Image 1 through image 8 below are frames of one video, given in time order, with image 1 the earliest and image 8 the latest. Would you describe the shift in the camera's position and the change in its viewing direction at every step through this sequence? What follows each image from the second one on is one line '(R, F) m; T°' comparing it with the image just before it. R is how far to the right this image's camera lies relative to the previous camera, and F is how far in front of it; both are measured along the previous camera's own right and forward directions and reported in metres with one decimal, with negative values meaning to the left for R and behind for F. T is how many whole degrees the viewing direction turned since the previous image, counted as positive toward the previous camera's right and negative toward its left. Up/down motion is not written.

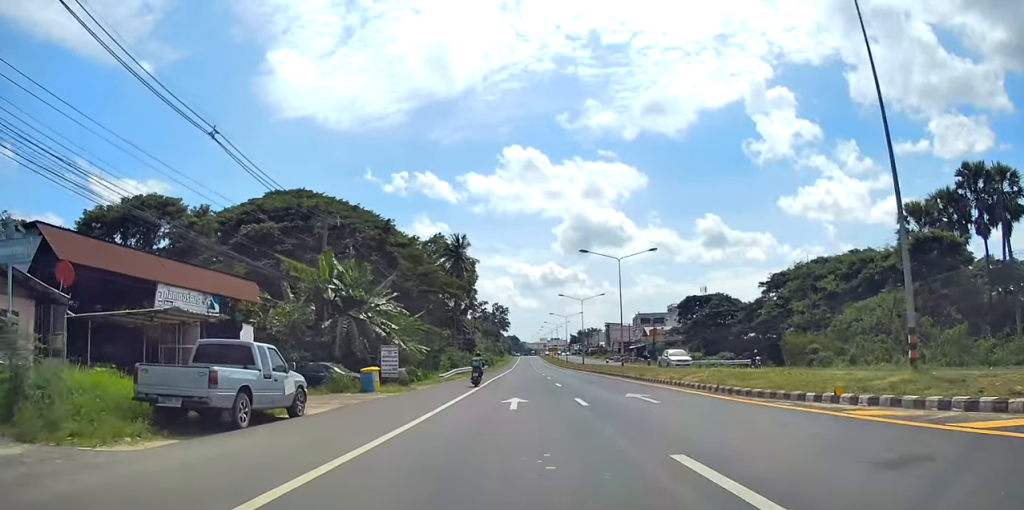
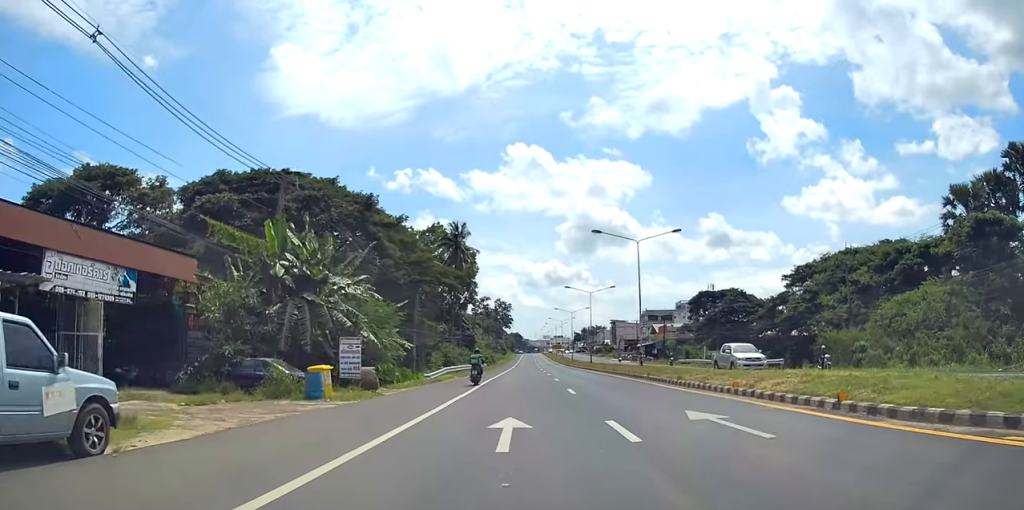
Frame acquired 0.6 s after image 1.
(0.0, +7.7) m; +1°
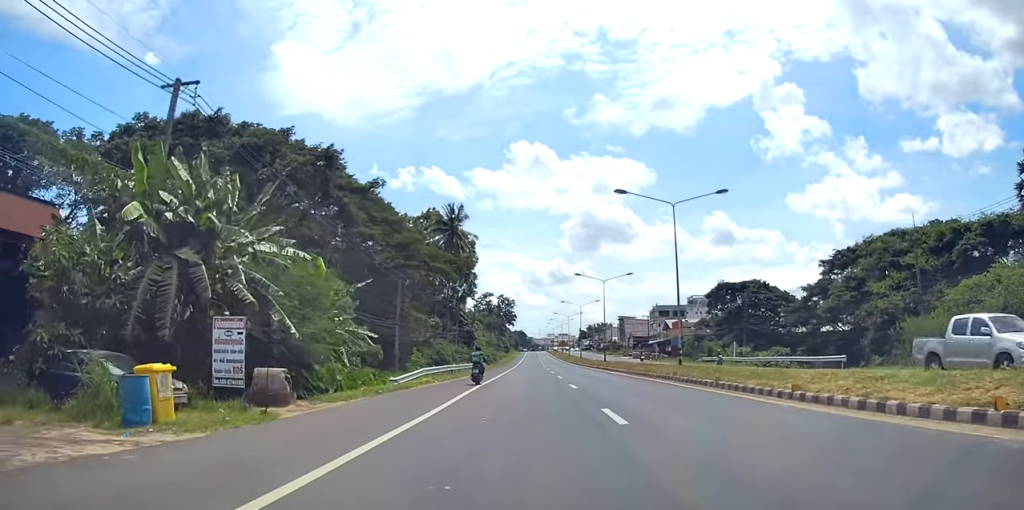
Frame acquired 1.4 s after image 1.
(+0.3, +10.5) m; +2°
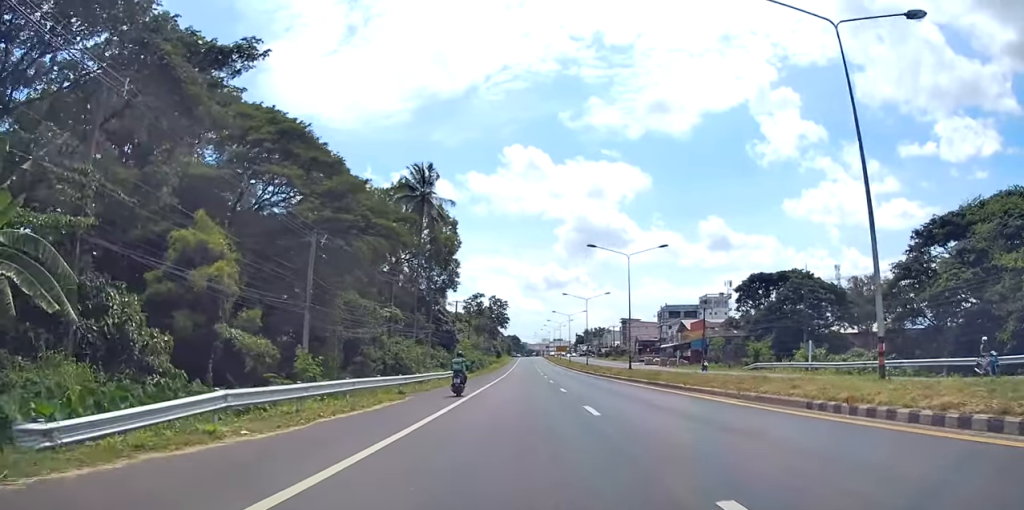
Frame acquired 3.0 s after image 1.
(+0.6, +21.0) m; +2°
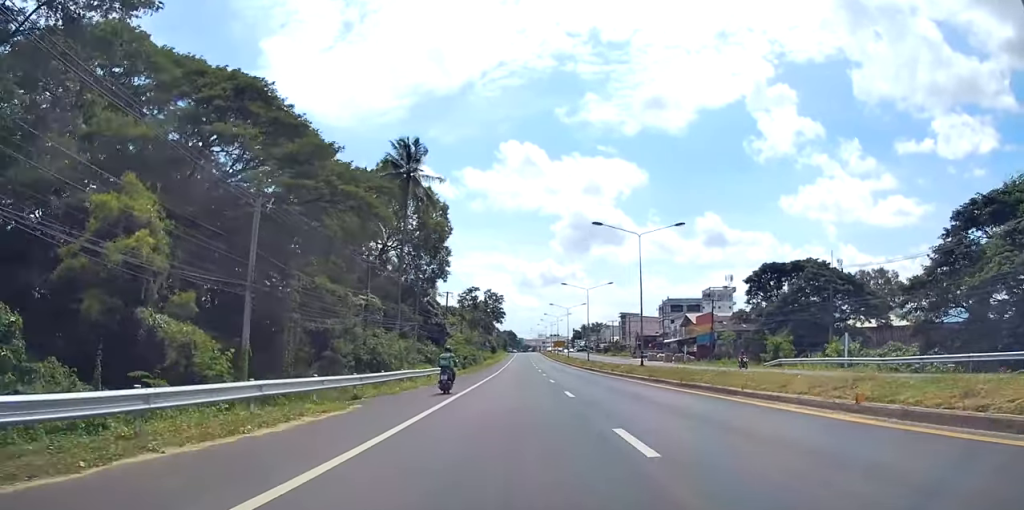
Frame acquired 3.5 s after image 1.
(0.0, +7.0) m; 0°
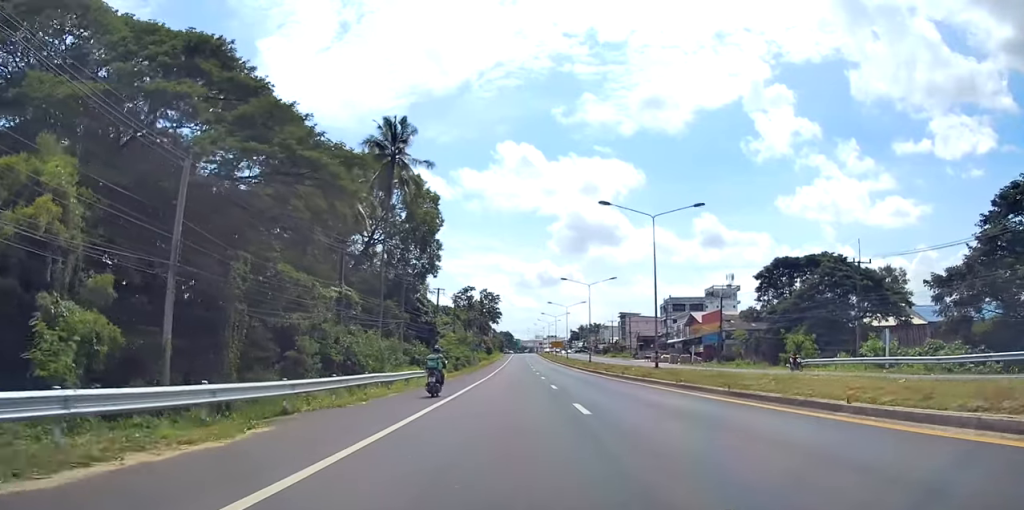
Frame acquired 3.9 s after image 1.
(0.0, +6.1) m; -1°
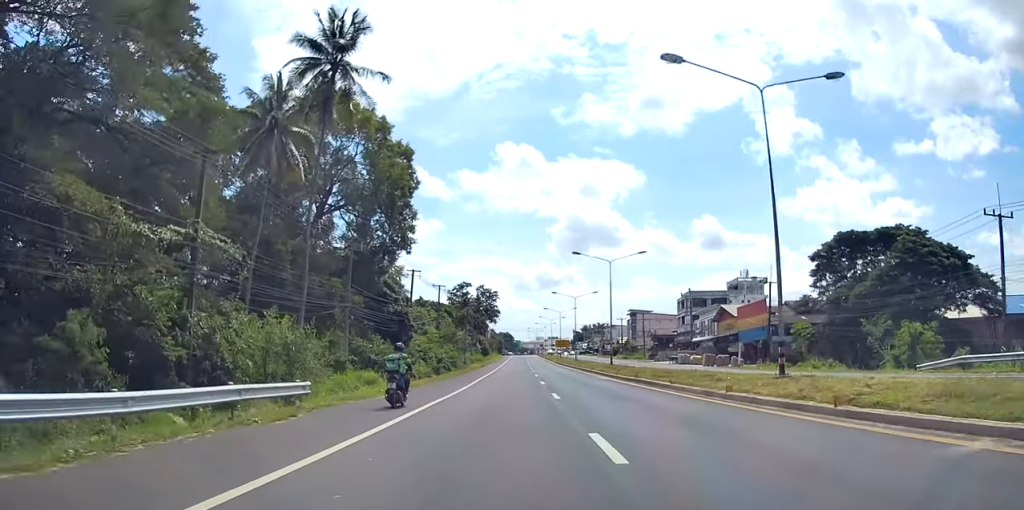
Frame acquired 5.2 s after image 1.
(-0.3, +18.9) m; -2°
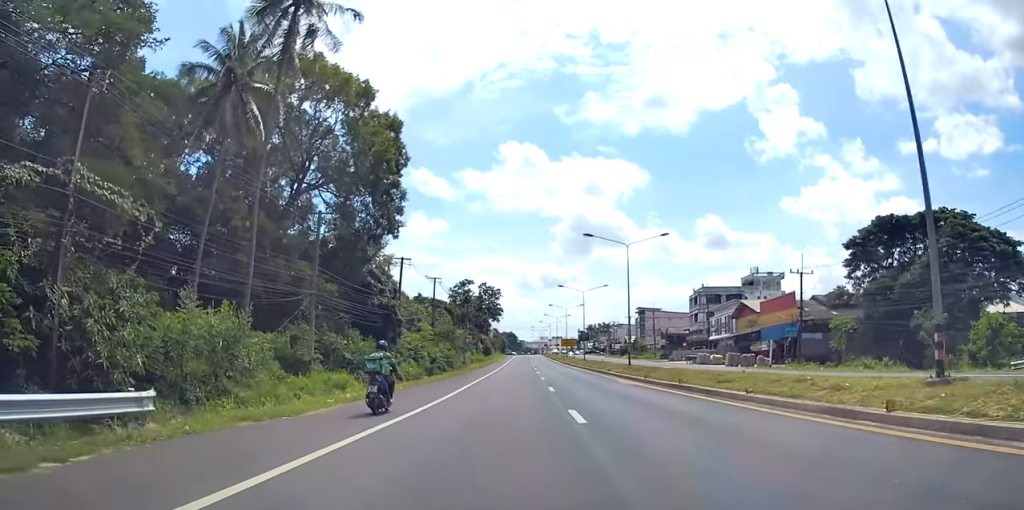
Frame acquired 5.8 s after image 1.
(-0.1, +8.1) m; 0°
